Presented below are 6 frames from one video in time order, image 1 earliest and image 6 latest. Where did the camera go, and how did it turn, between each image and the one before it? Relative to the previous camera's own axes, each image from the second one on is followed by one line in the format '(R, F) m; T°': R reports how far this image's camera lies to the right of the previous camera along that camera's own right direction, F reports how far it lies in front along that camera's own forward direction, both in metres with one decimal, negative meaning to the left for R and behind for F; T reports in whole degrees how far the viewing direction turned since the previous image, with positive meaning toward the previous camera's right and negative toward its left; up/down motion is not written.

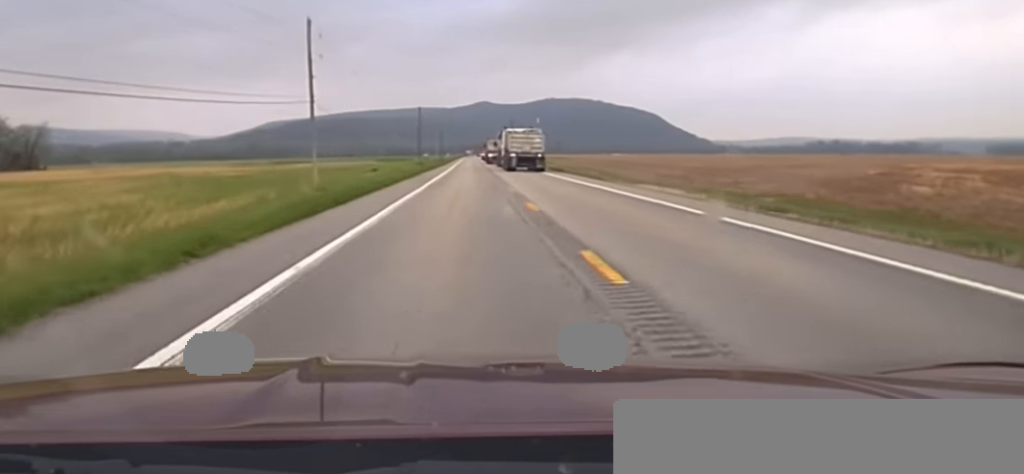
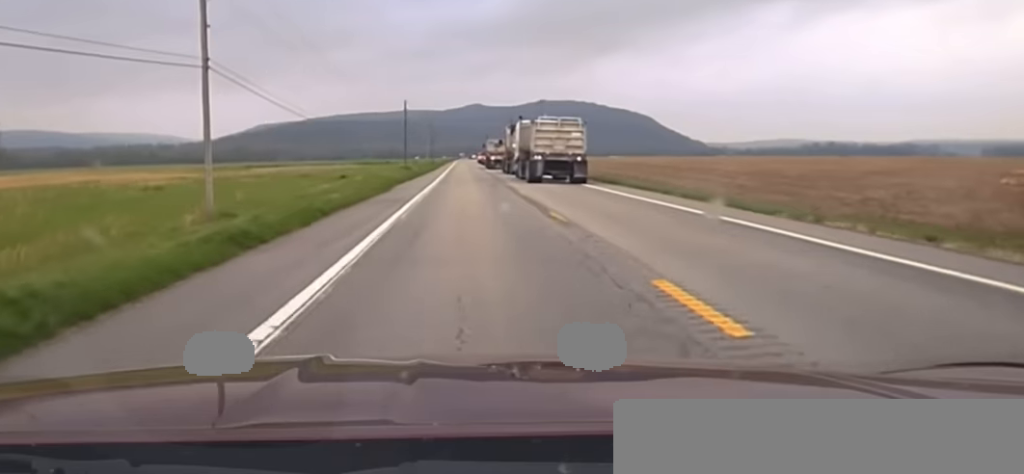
(+0.1, +25.9) m; 0°
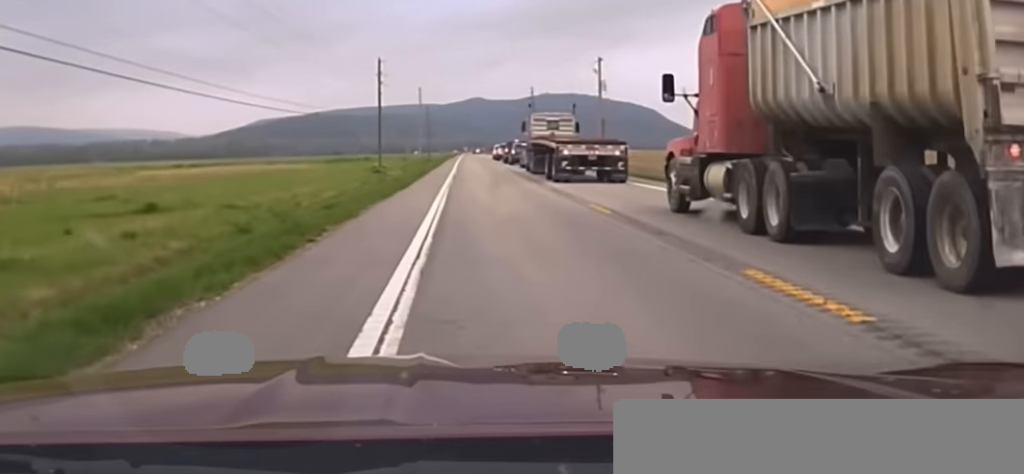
(0.0, +57.3) m; 0°
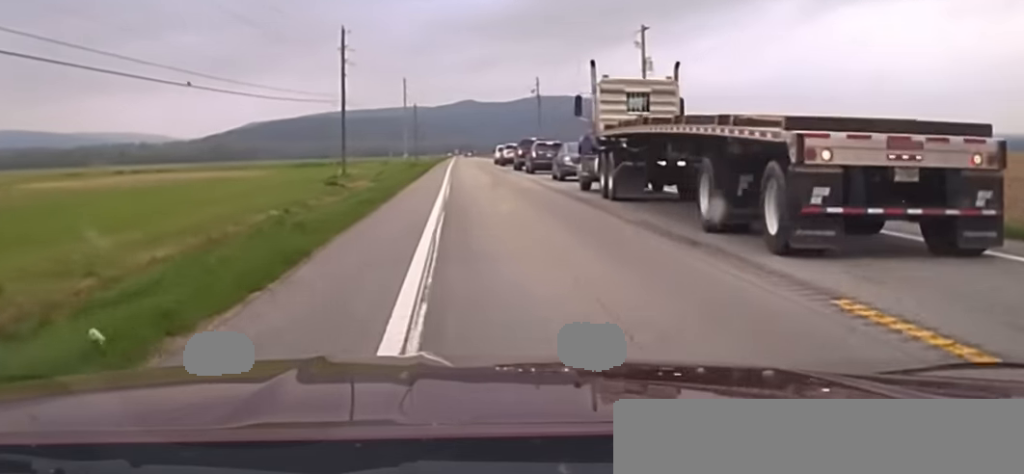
(0.0, +29.7) m; 0°
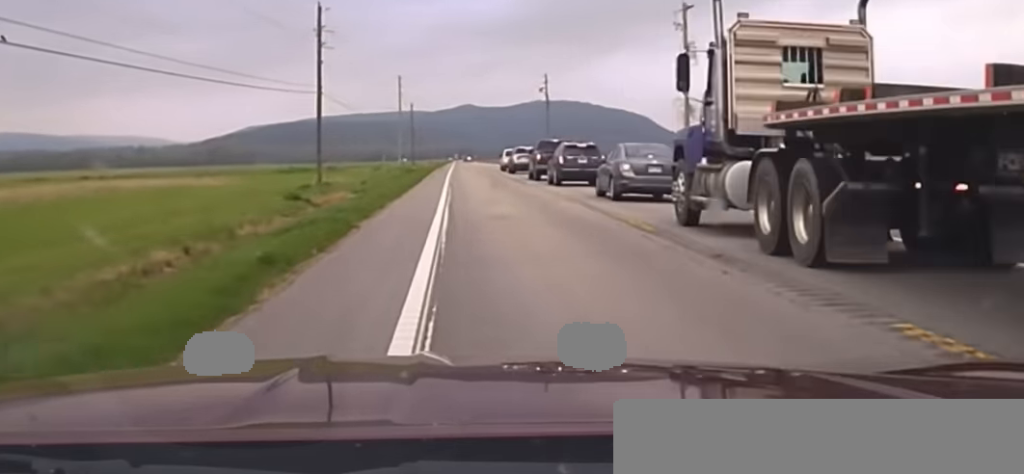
(0.0, +14.9) m; 0°
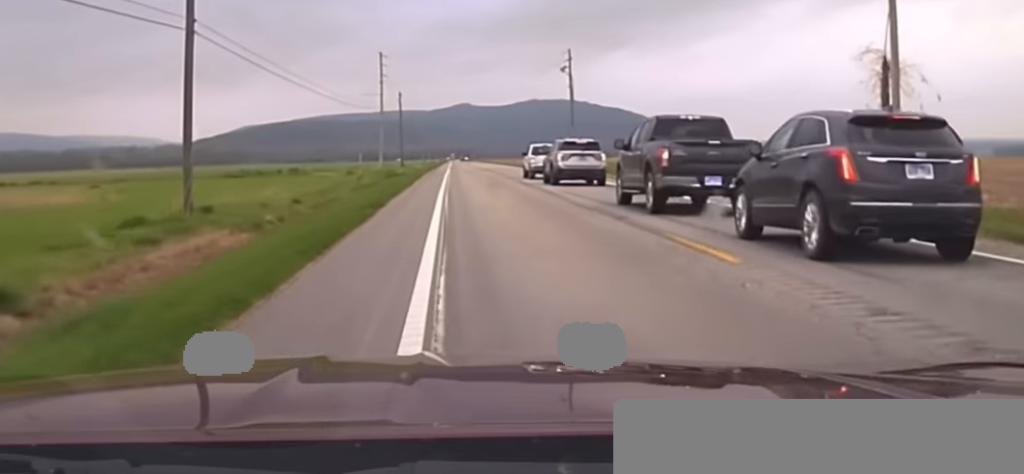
(0.0, +30.9) m; +1°
